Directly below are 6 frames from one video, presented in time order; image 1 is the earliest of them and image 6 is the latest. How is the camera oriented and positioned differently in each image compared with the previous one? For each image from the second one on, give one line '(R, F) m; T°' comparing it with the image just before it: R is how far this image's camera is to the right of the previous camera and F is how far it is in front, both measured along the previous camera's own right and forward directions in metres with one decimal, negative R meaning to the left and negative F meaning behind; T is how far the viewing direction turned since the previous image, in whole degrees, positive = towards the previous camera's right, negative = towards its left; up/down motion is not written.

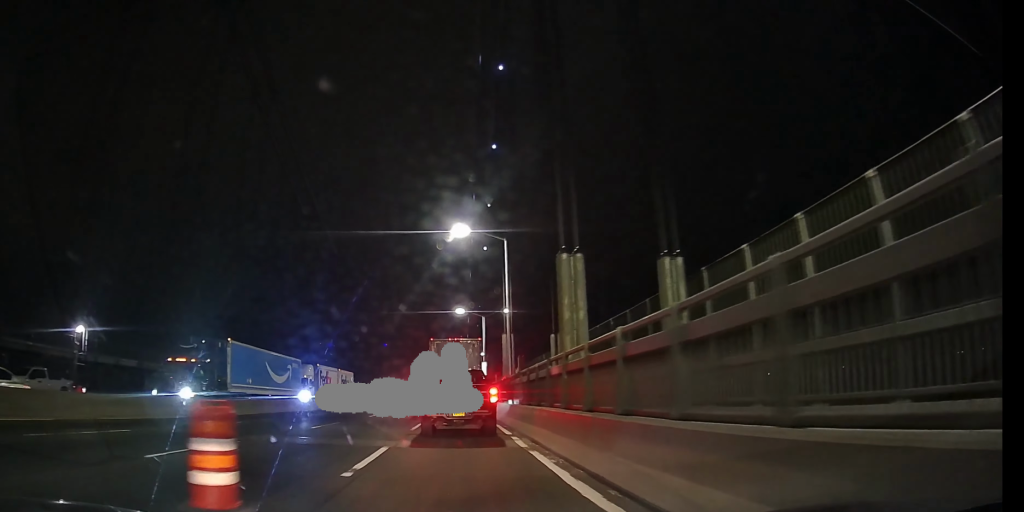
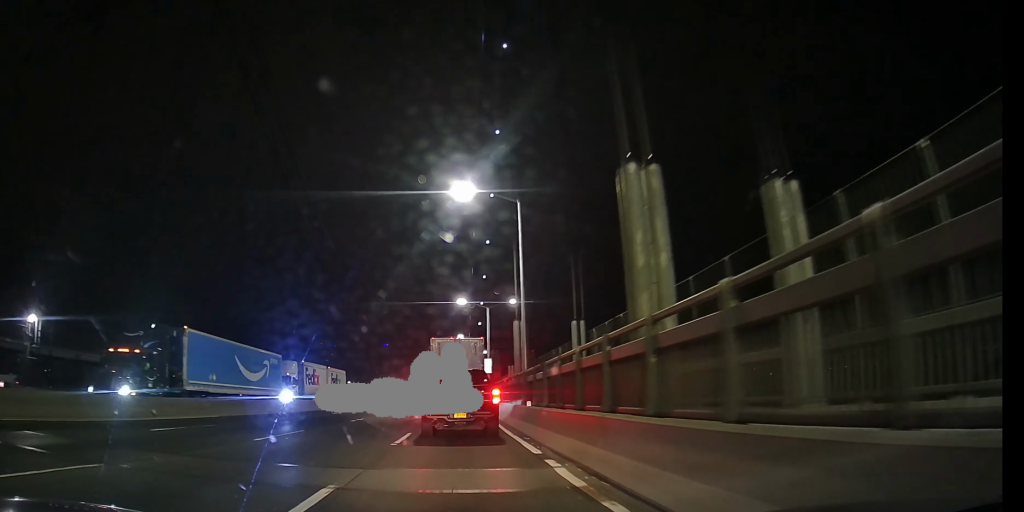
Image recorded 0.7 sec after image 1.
(+0.3, +6.4) m; +1°
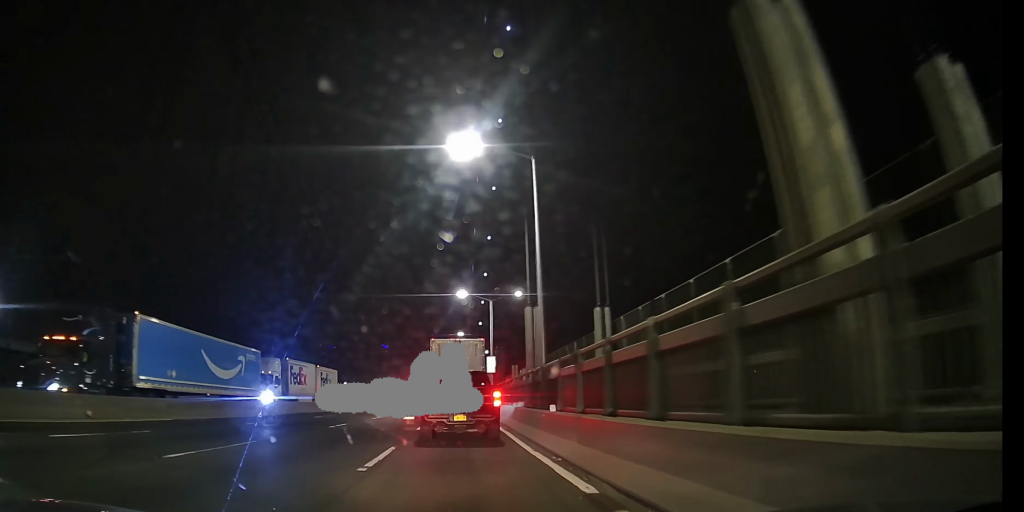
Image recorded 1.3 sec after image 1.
(0.0, +5.1) m; 0°
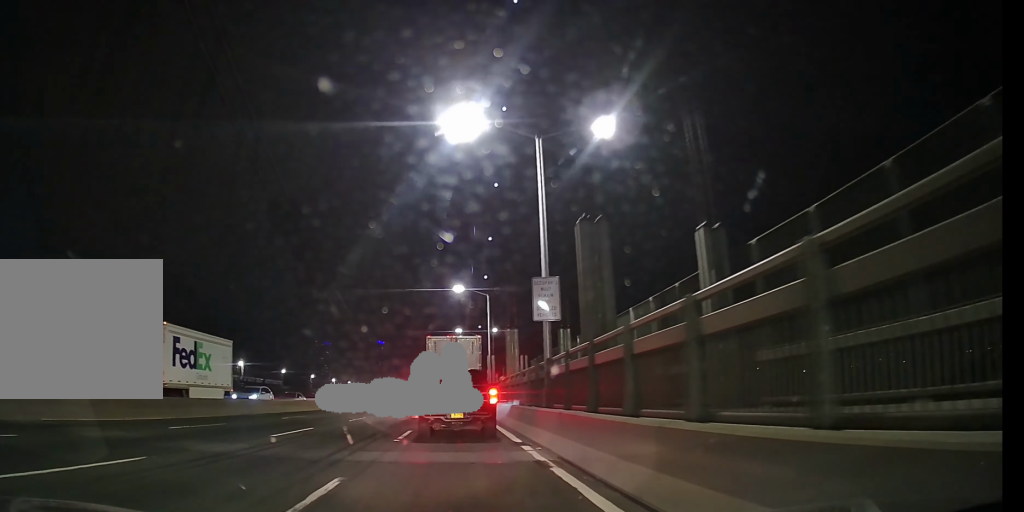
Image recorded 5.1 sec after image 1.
(-0.8, +31.0) m; -2°
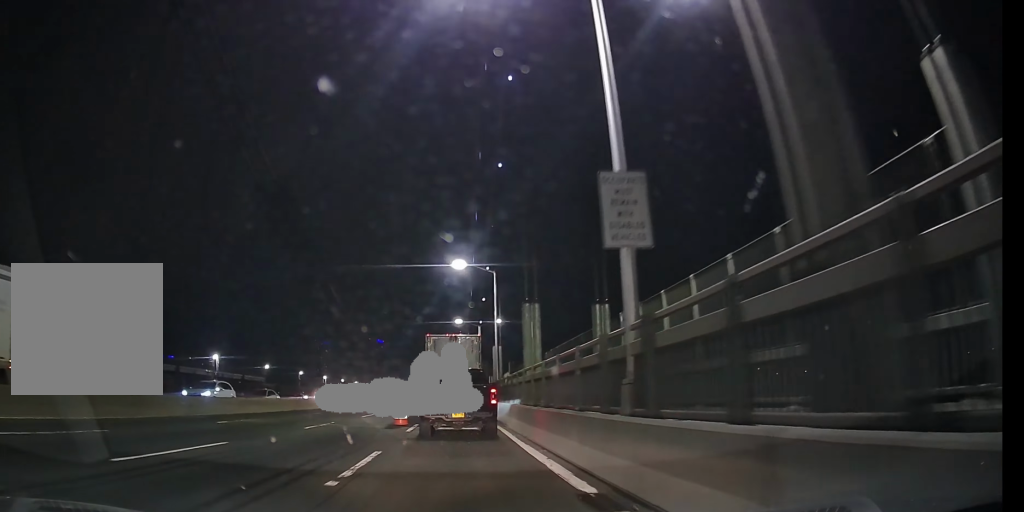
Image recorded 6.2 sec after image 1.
(+0.2, +8.2) m; +3°
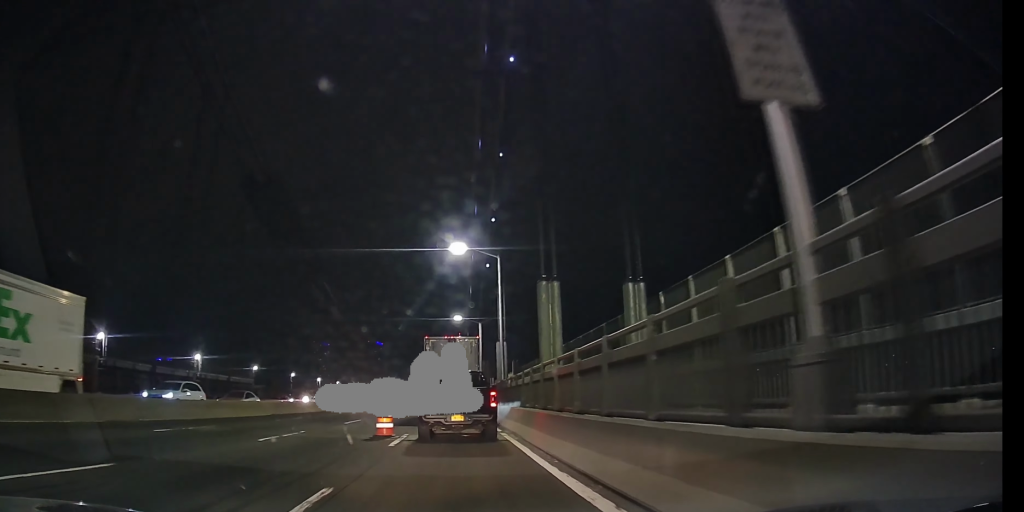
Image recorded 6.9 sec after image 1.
(+0.2, +4.9) m; 0°
